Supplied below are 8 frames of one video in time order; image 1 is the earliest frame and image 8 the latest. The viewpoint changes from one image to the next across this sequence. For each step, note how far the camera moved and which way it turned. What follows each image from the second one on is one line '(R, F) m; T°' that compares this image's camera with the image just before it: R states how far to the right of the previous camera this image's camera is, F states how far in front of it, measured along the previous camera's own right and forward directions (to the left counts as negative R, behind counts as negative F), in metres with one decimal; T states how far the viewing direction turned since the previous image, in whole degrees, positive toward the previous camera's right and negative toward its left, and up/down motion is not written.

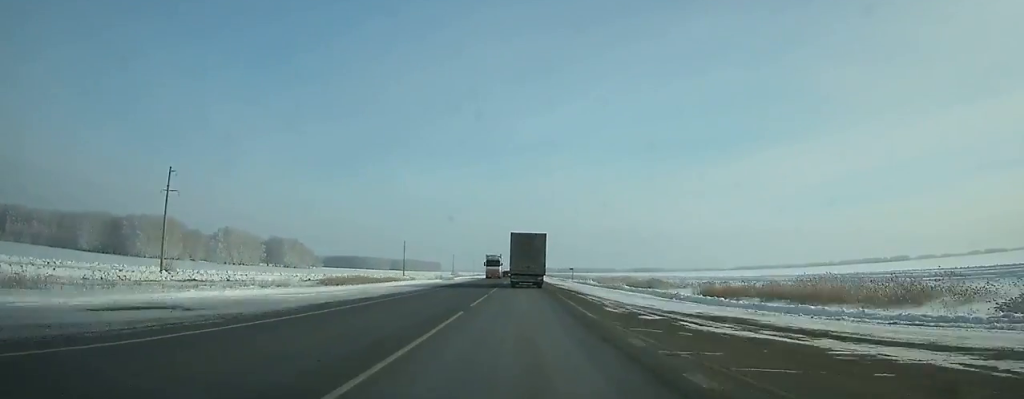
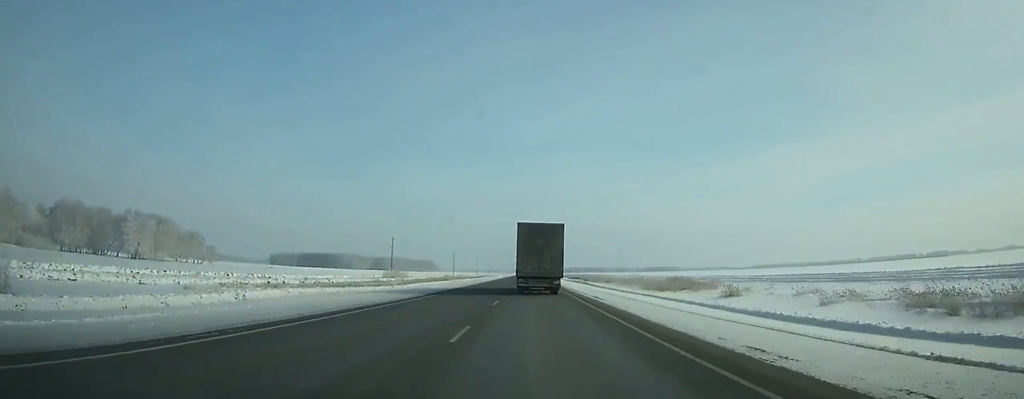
(-0.3, +188.6) m; 0°
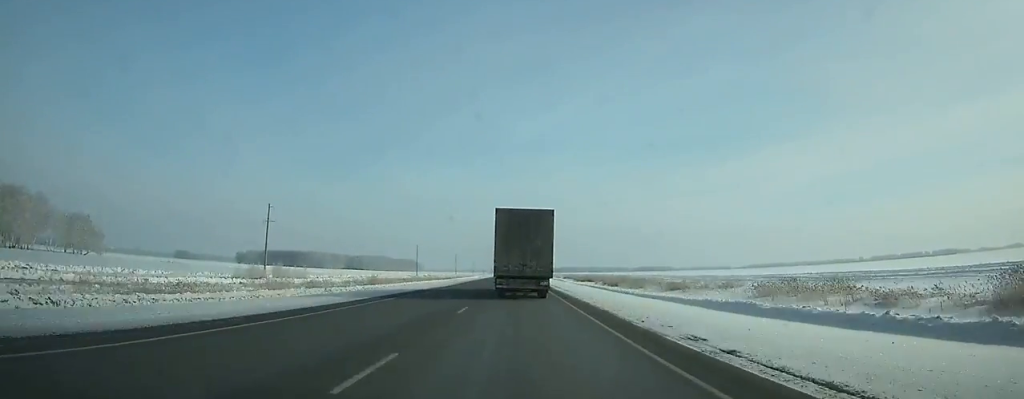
(+0.5, +82.7) m; 0°
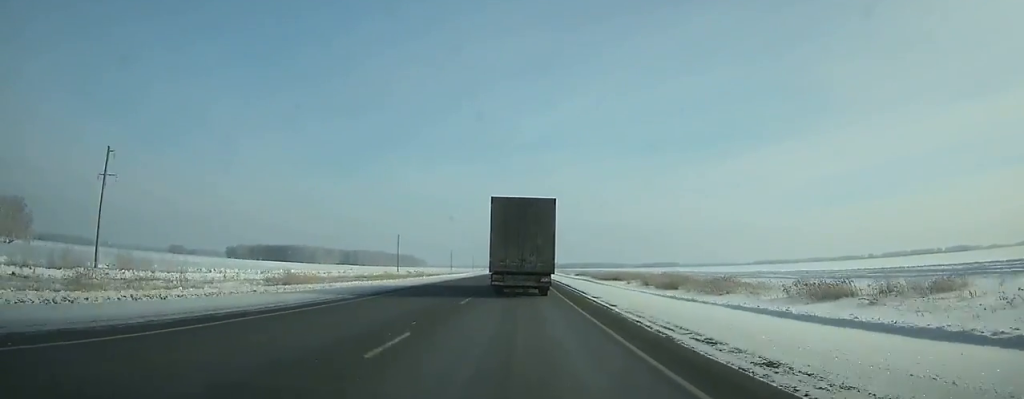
(-0.1, +42.1) m; 0°
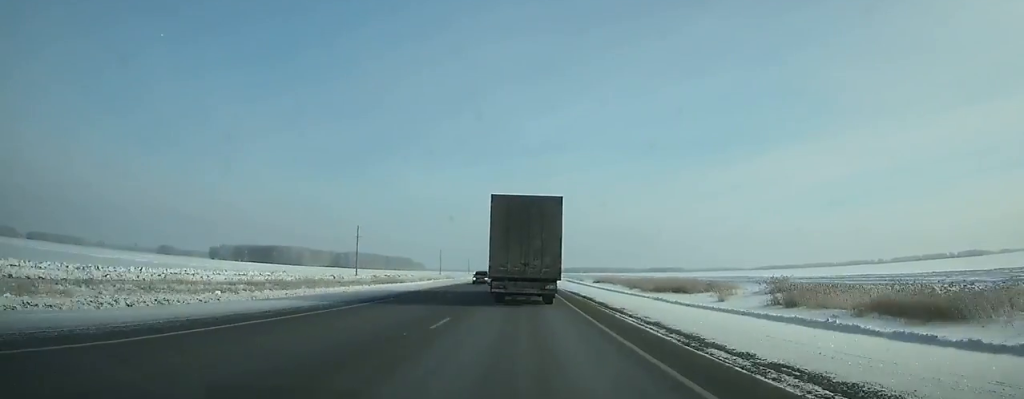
(-0.1, +49.0) m; 0°
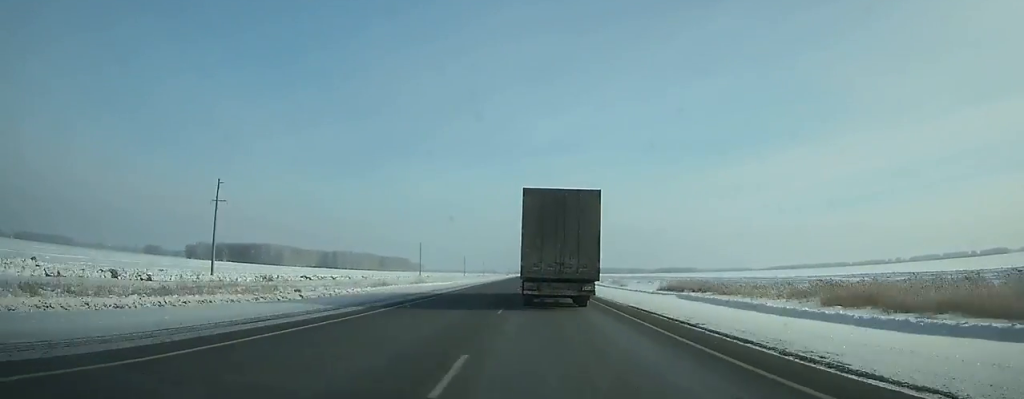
(-0.2, +71.8) m; 0°
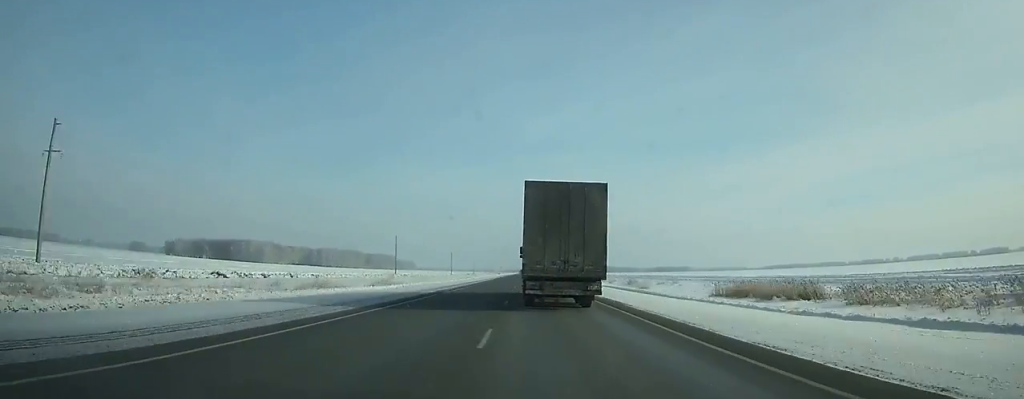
(0.0, +29.8) m; 0°
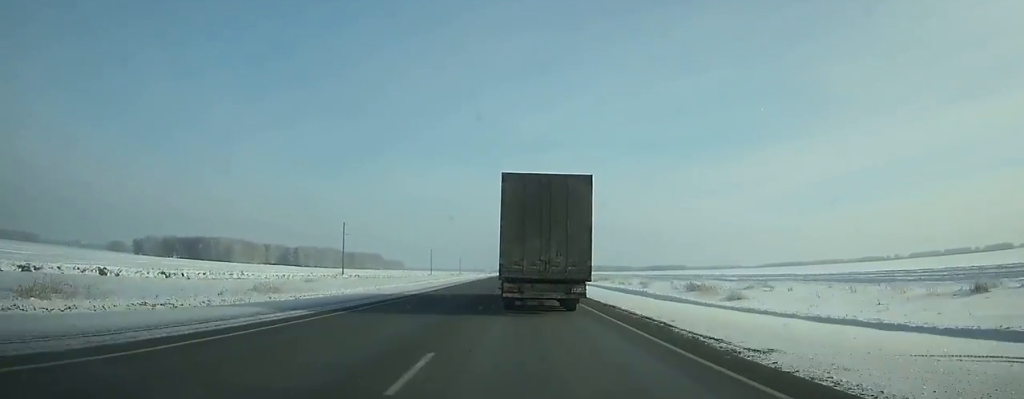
(+0.5, +49.0) m; 0°
